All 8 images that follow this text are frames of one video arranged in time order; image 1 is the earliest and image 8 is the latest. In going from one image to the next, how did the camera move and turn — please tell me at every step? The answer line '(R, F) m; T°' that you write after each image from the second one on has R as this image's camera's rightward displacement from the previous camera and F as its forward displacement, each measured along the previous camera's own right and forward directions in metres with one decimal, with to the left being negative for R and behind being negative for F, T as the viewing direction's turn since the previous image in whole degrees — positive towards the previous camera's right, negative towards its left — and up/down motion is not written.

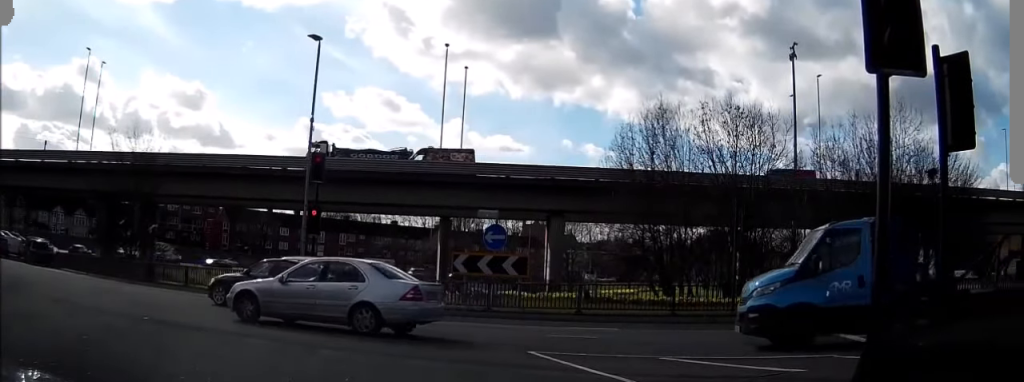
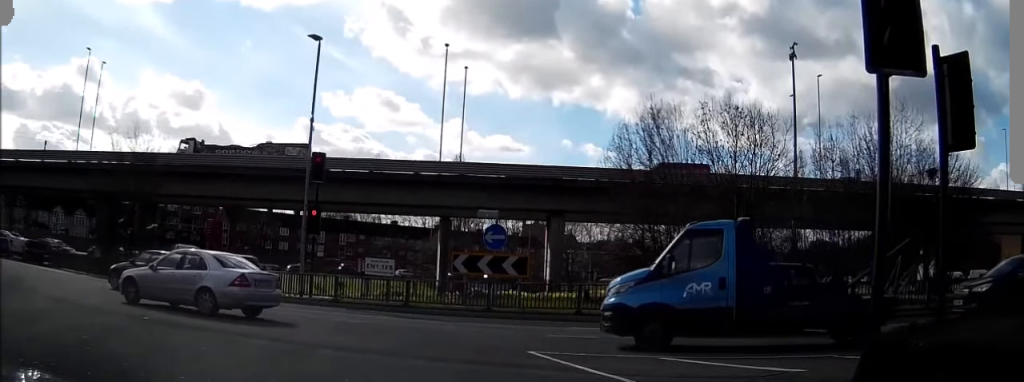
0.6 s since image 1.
(0.0, 0.0) m; 0°
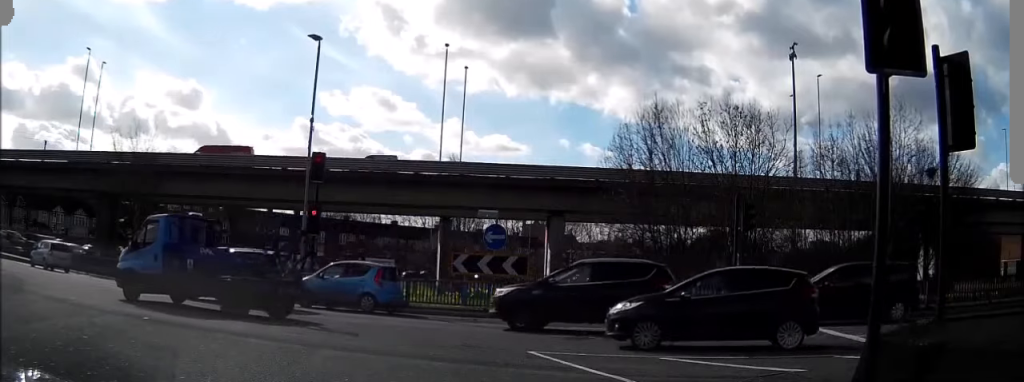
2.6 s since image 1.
(0.0, 0.0) m; 0°
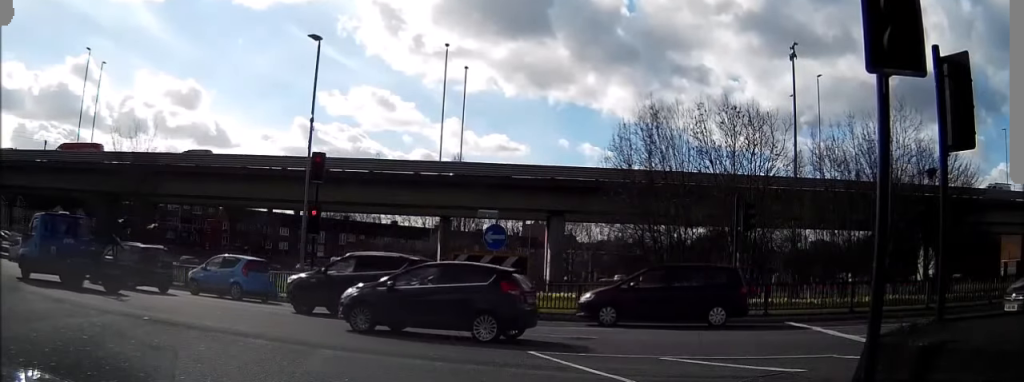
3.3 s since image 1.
(0.0, 0.0) m; 0°
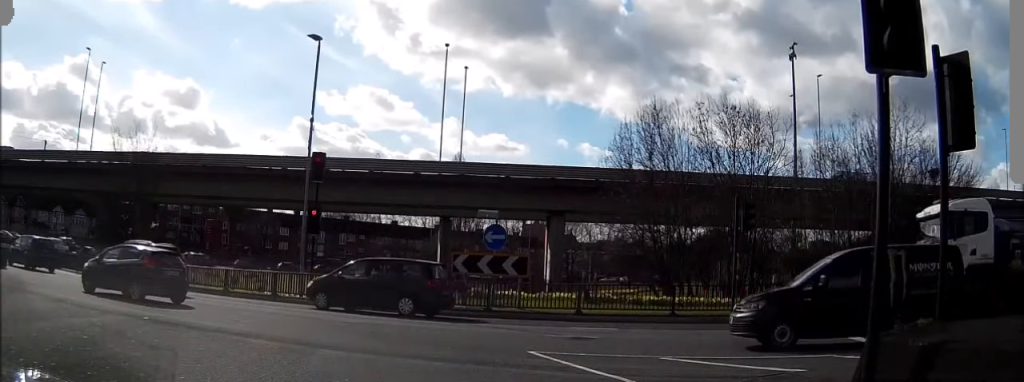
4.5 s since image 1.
(0.0, 0.0) m; 0°
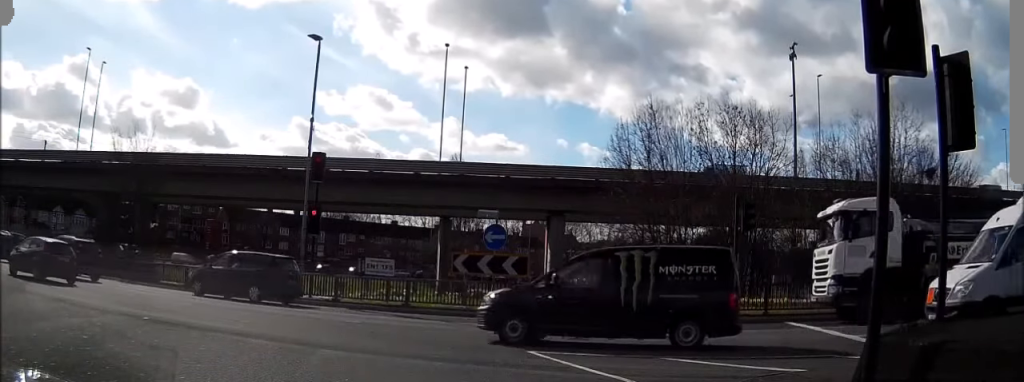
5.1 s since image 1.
(0.0, 0.0) m; 0°
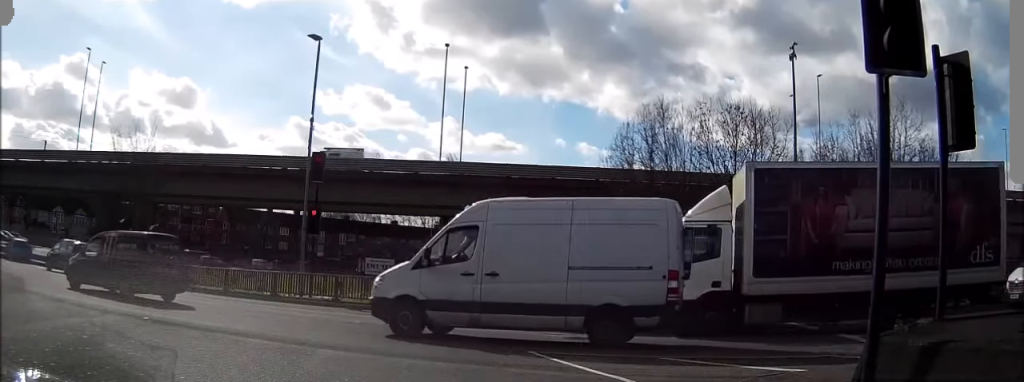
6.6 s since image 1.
(0.0, 0.0) m; 0°
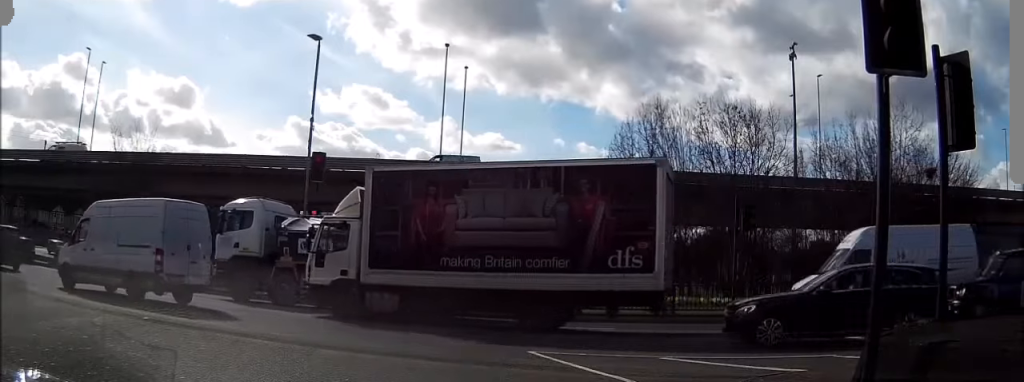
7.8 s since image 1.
(0.0, 0.0) m; 0°
